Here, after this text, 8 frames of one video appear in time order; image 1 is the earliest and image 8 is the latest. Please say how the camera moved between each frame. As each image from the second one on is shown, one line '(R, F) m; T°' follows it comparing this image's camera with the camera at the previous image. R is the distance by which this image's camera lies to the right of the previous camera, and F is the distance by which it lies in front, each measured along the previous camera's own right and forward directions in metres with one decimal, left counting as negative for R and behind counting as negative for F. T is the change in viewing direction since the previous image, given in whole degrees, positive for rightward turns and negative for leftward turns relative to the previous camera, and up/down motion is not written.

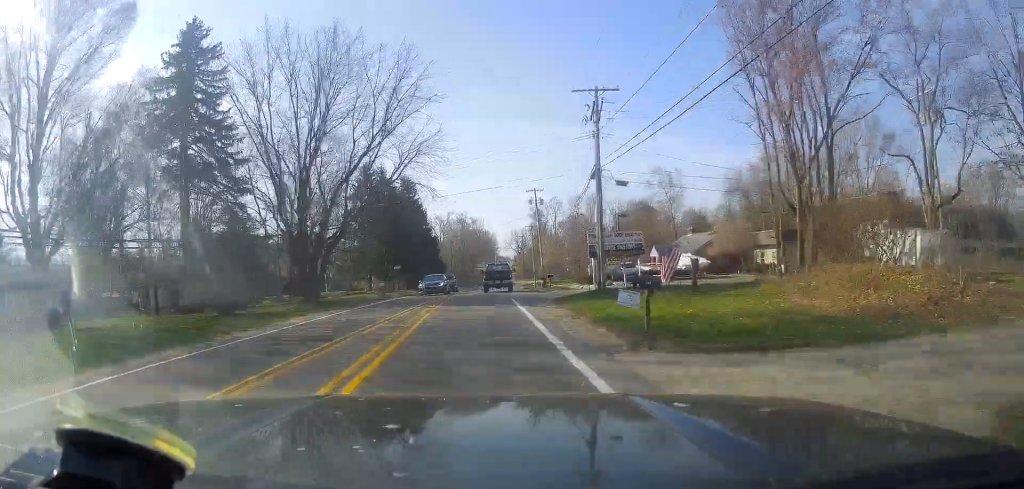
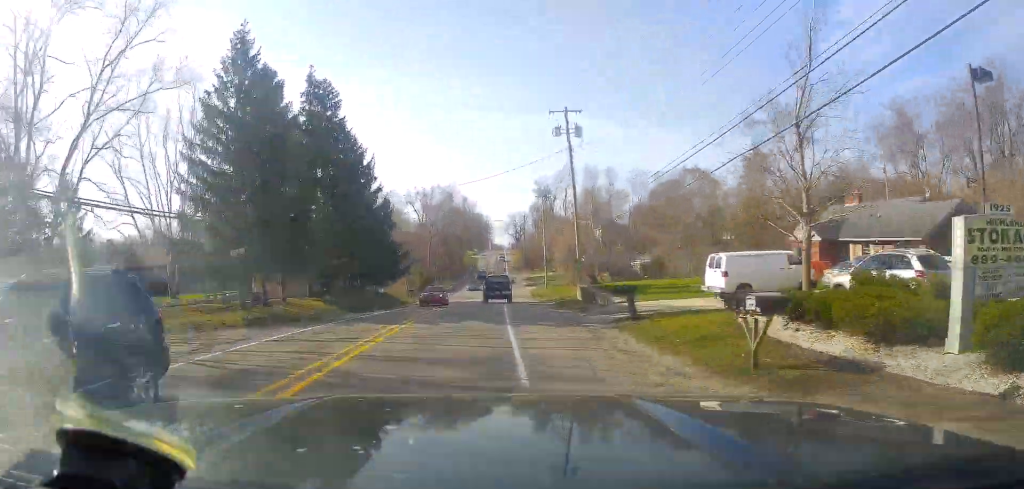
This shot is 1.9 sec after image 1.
(+0.4, +38.3) m; +1°
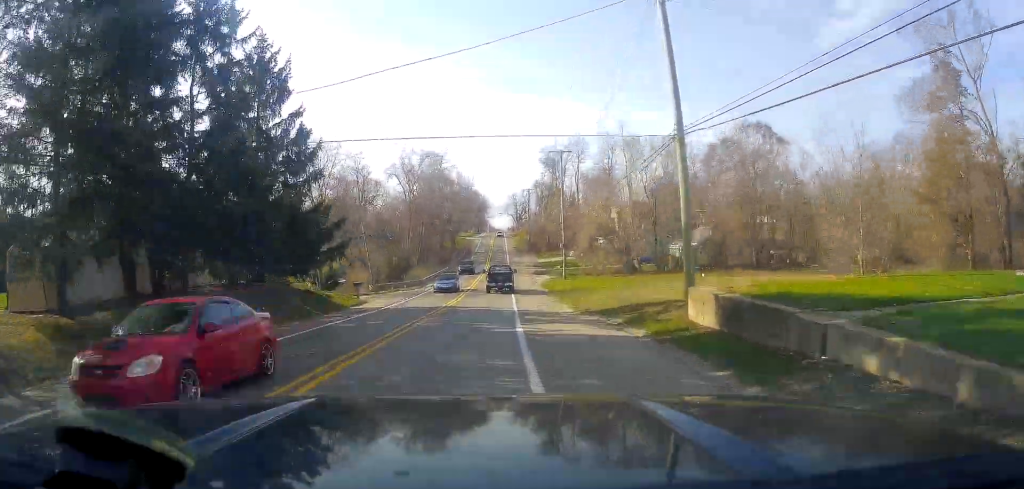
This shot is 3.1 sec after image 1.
(+0.1, +24.0) m; 0°
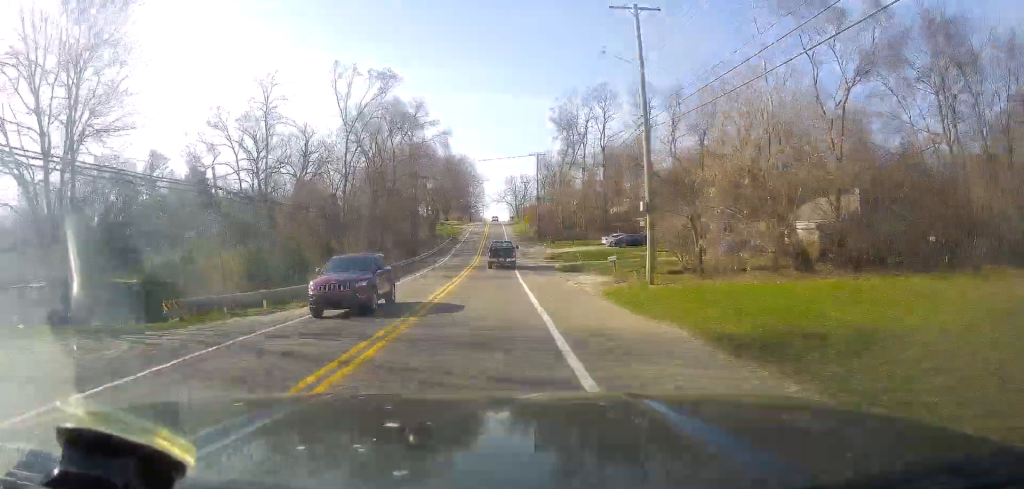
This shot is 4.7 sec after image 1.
(-0.4, +33.6) m; 0°
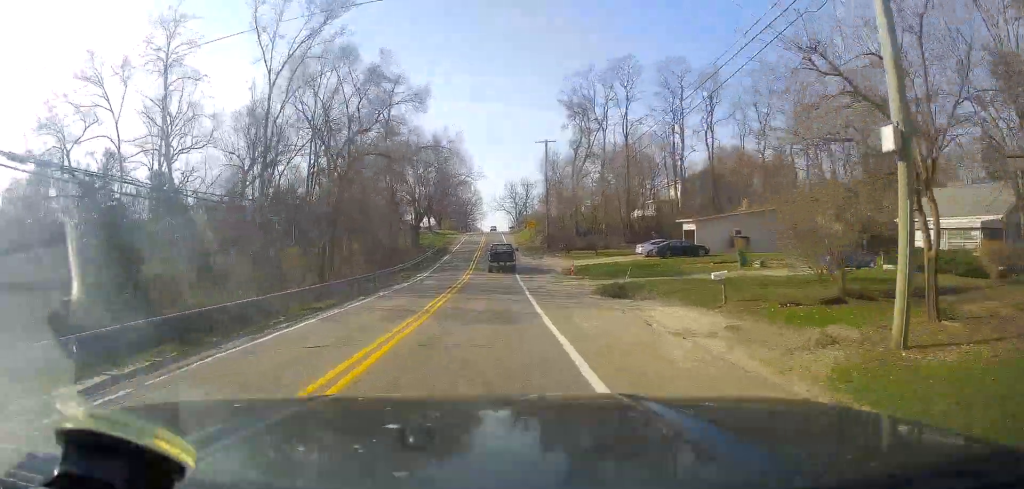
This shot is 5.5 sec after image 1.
(0.0, +17.4) m; +2°
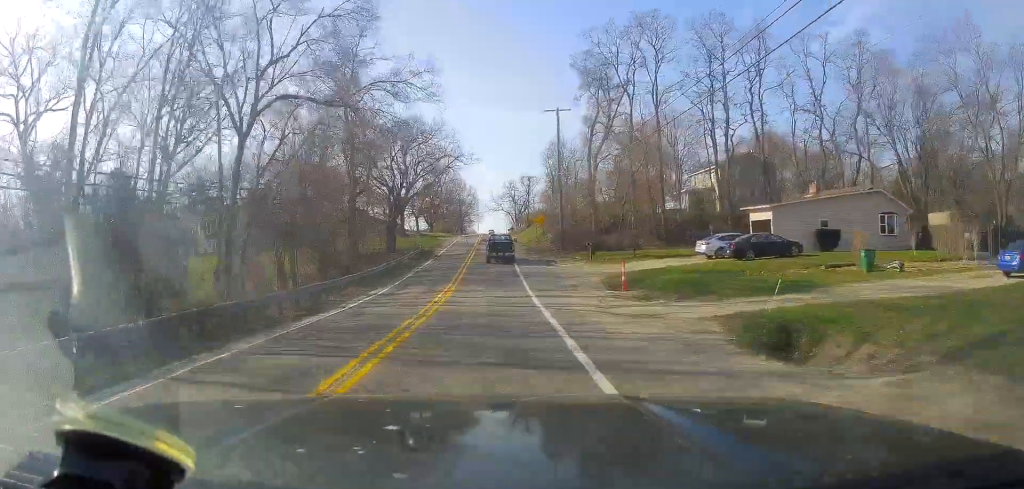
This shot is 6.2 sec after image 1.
(+0.5, +16.3) m; +1°
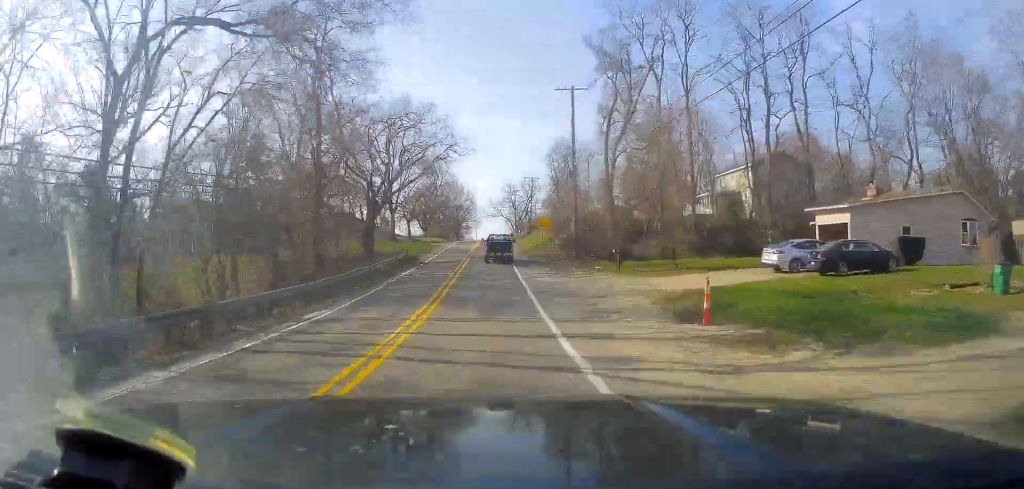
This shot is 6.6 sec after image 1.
(0.0, +9.6) m; 0°
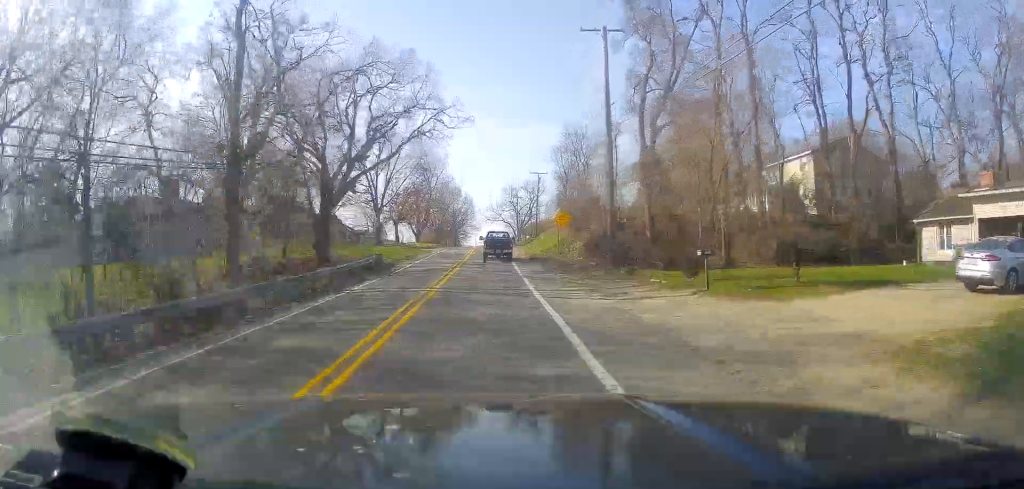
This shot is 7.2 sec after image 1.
(-0.1, +13.2) m; -1°
